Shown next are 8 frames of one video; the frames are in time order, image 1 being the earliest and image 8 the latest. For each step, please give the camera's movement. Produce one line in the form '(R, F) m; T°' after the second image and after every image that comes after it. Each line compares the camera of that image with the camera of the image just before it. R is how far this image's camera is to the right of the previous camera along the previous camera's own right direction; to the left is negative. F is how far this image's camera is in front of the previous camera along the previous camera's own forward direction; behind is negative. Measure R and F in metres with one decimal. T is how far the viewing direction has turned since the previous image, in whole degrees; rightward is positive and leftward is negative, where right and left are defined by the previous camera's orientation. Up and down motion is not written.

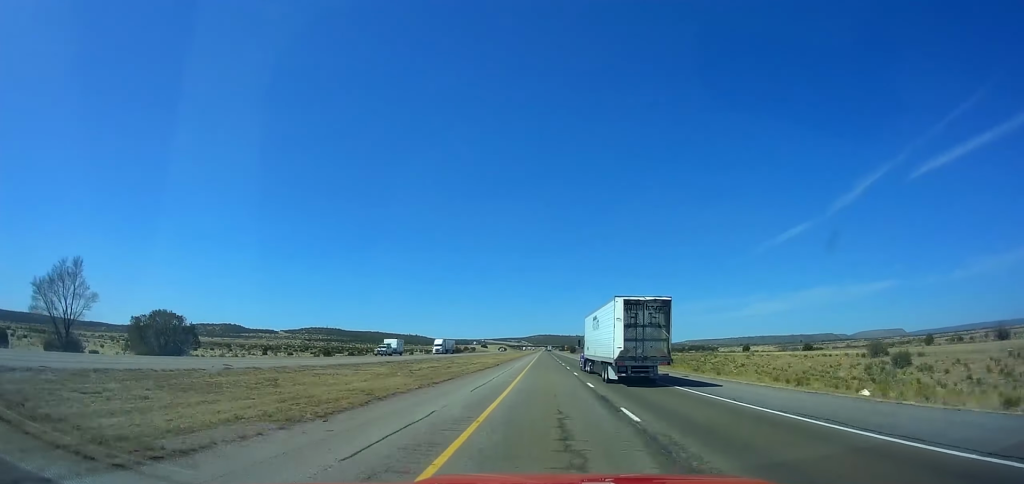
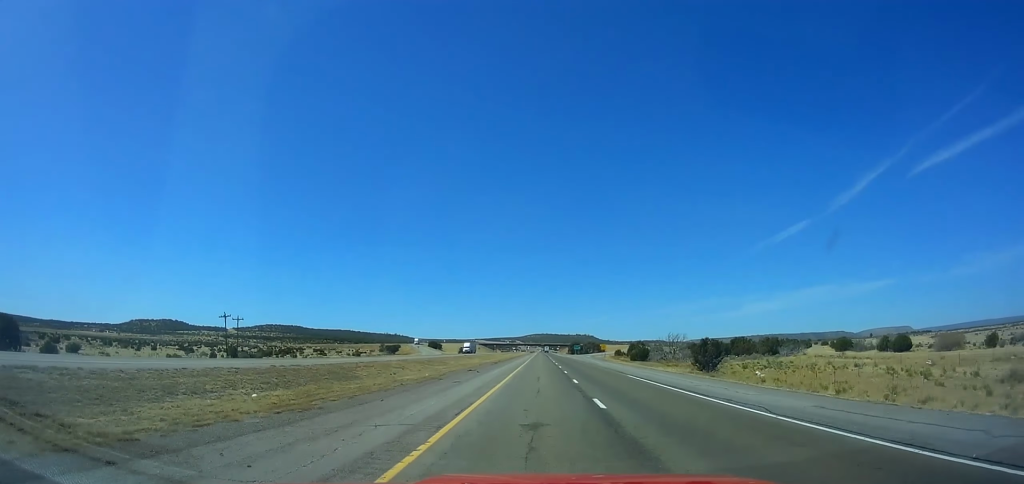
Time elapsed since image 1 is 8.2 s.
(+2.8, +289.6) m; +1°
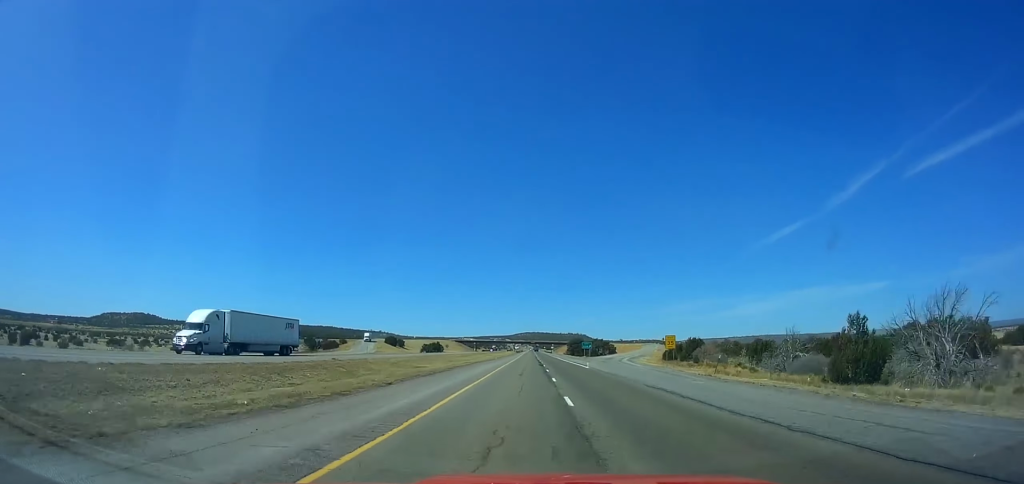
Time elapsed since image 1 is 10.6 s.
(0.0, +85.0) m; 0°
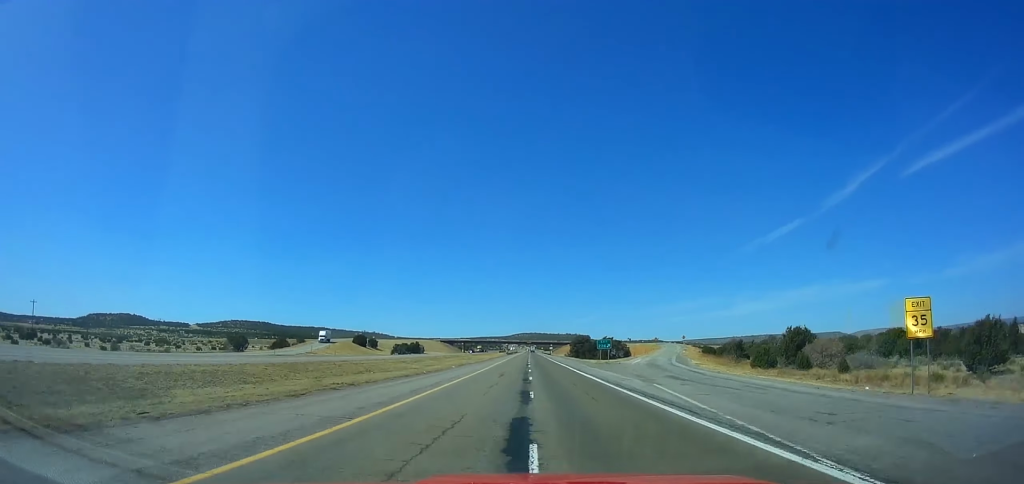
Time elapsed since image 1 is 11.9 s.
(0.0, +46.1) m; 0°
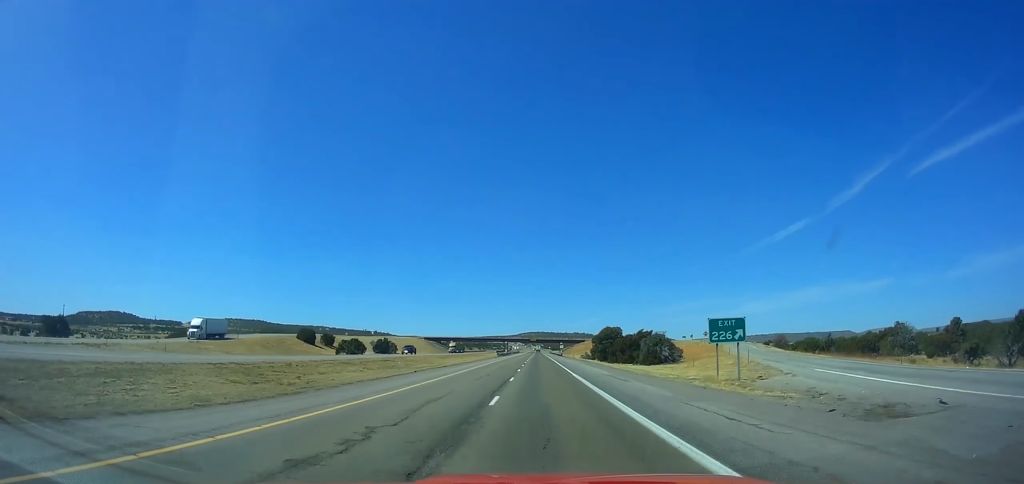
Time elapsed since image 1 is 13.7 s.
(0.0, +64.0) m; 0°
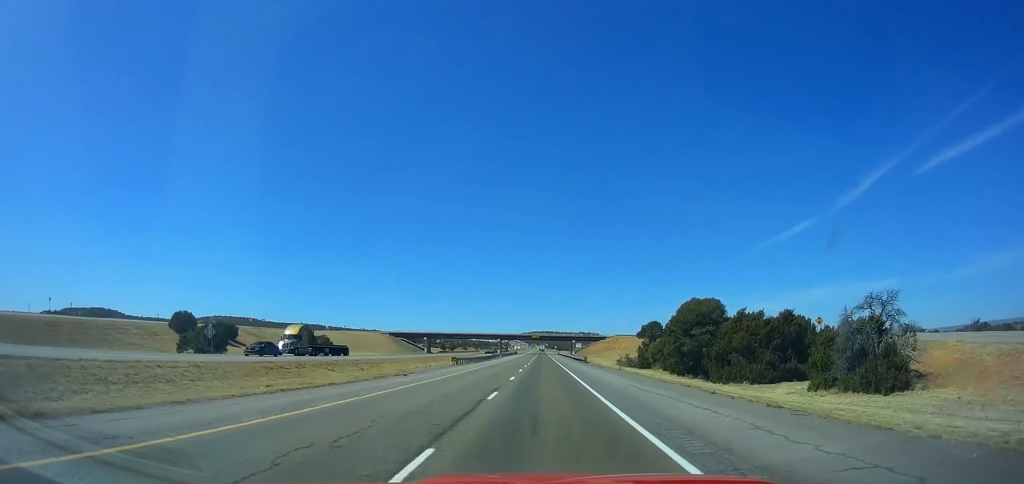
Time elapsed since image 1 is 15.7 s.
(-0.1, +71.2) m; 0°
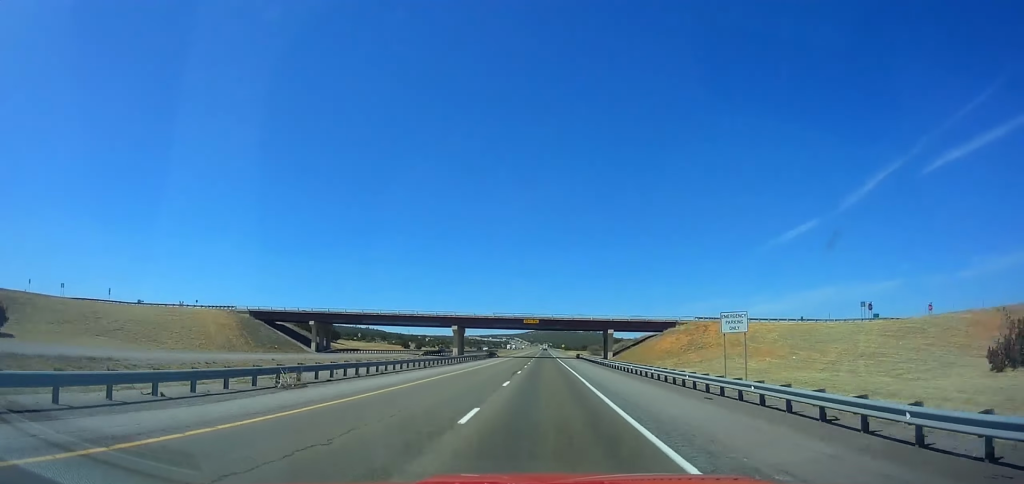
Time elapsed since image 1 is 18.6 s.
(-0.1, +103.4) m; 0°
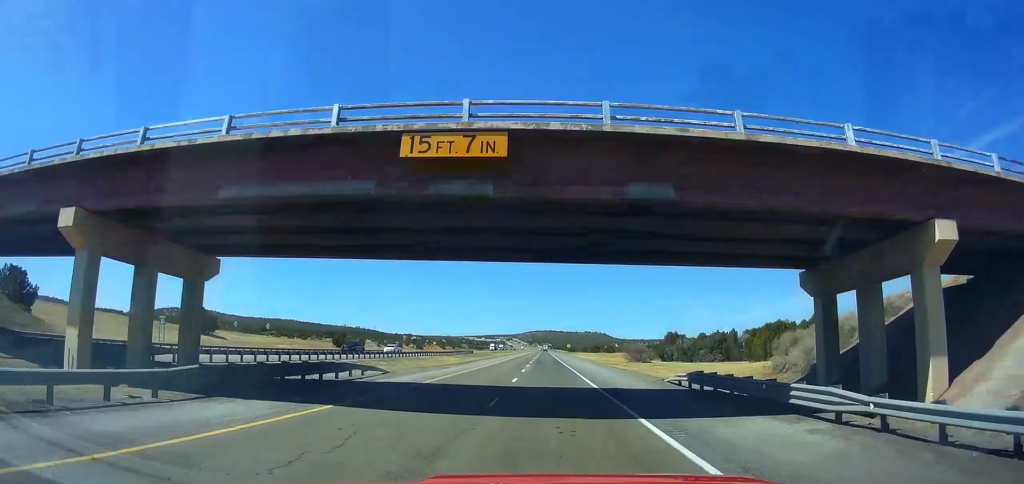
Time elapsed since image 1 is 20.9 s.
(-0.8, +82.1) m; 0°
